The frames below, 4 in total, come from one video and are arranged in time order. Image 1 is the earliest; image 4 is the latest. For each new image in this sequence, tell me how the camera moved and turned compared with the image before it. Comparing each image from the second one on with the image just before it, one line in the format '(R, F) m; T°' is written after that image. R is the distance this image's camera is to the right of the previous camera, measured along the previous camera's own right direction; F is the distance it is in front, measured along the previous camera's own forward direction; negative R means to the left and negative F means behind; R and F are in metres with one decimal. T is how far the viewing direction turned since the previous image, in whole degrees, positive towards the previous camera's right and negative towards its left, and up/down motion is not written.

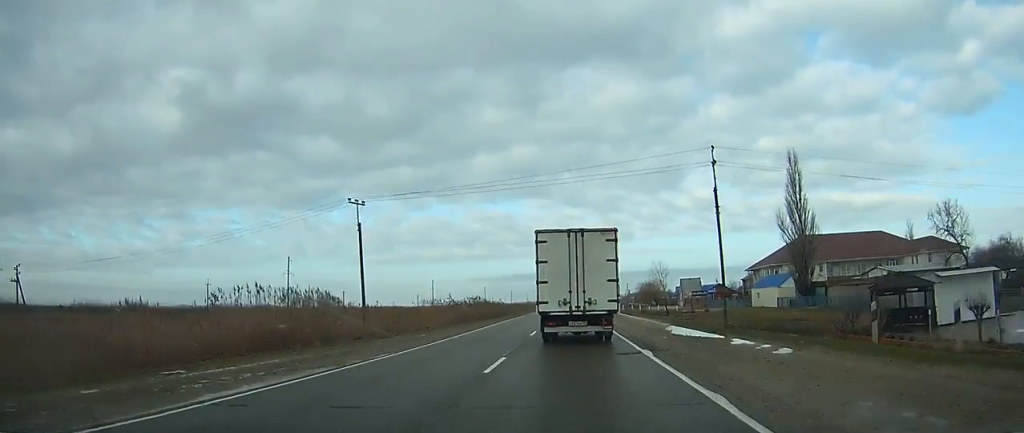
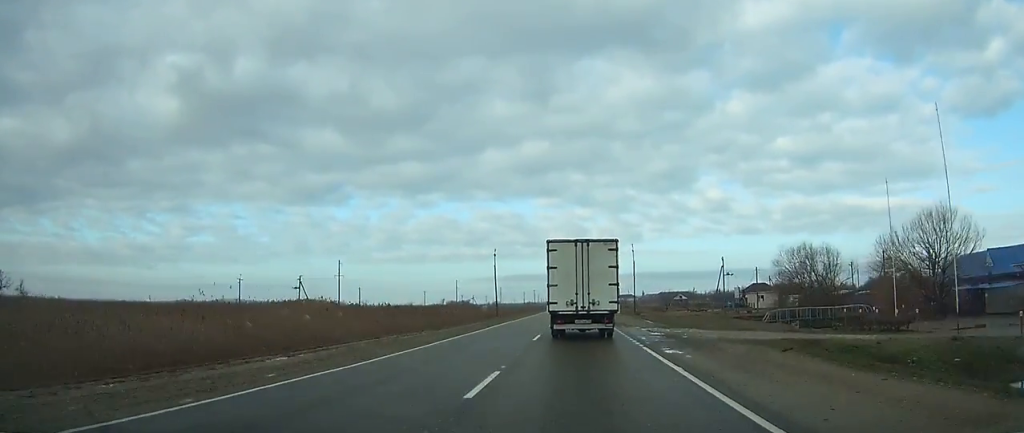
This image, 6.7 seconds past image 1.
(-0.8, +146.8) m; -1°
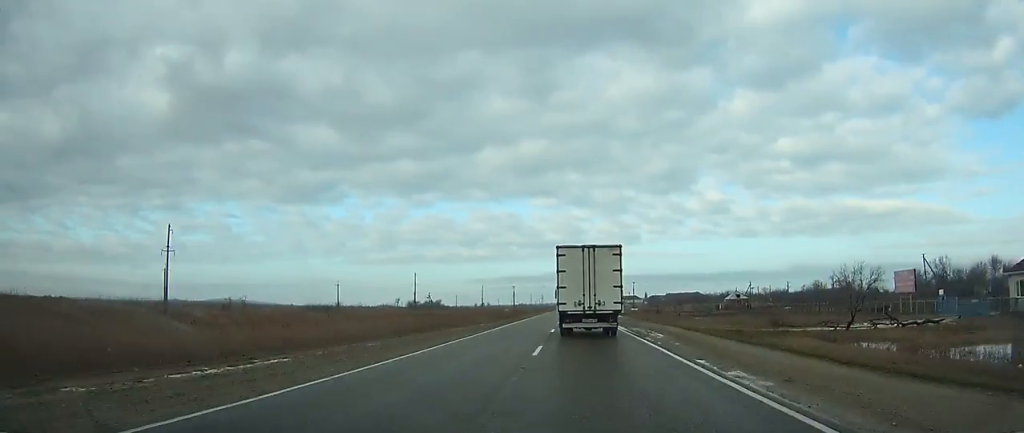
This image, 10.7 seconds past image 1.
(+0.5, +89.1) m; +1°
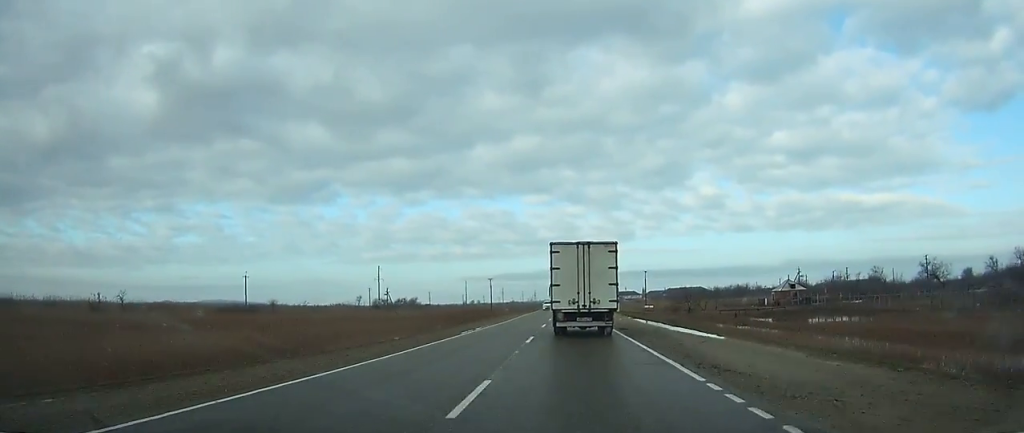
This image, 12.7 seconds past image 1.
(+0.2, +43.6) m; 0°
